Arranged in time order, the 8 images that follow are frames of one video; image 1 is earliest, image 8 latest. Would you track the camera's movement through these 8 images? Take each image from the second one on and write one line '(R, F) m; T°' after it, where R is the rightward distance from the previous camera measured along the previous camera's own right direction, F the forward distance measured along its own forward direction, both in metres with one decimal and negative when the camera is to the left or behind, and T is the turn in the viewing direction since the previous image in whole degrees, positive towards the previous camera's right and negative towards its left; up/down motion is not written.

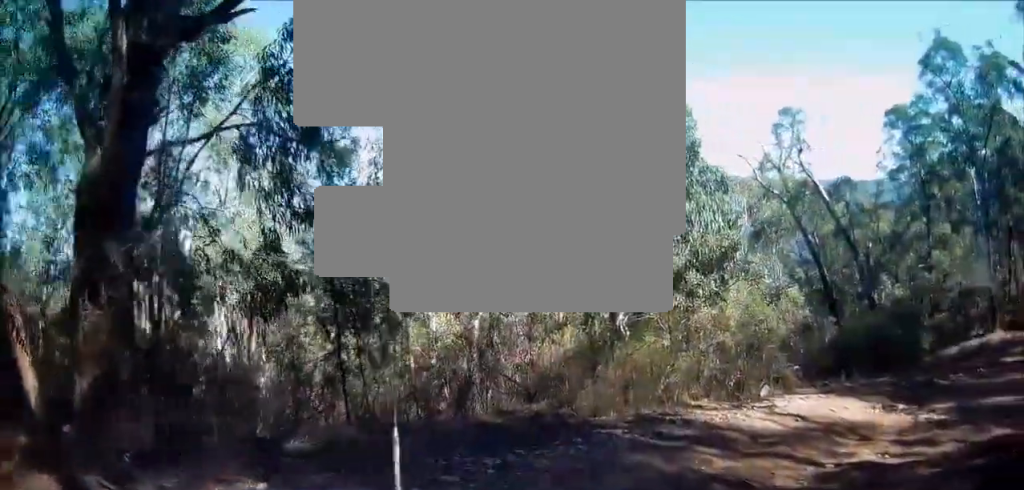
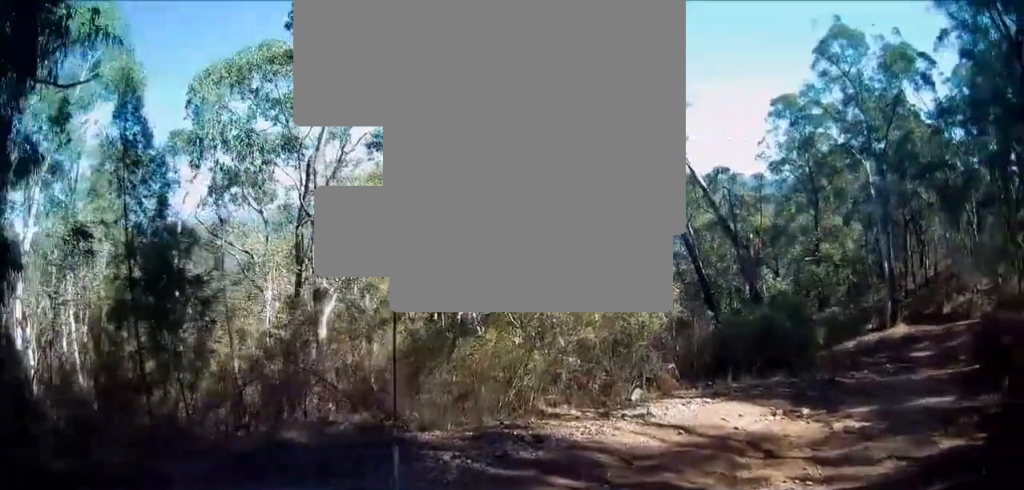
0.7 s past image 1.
(+0.2, +1.9) m; -5°
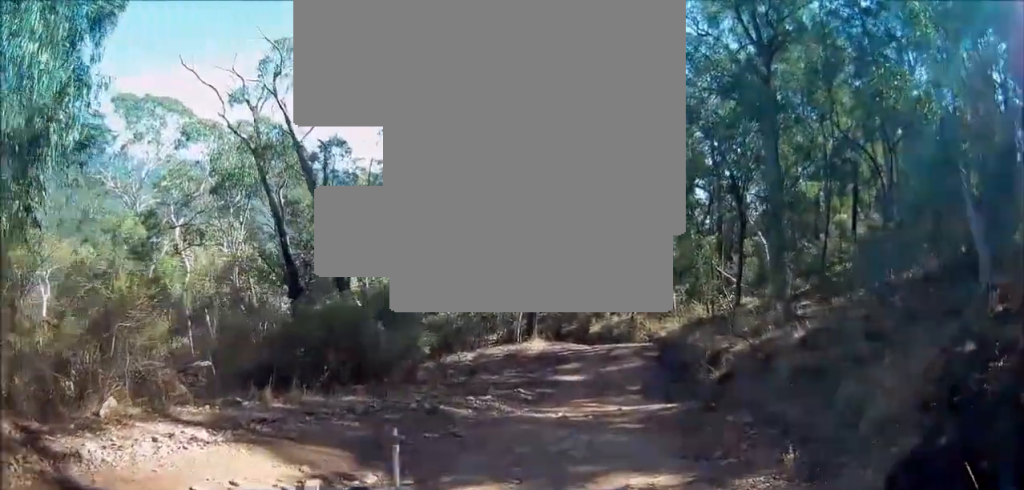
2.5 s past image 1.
(-0.8, +5.1) m; +8°
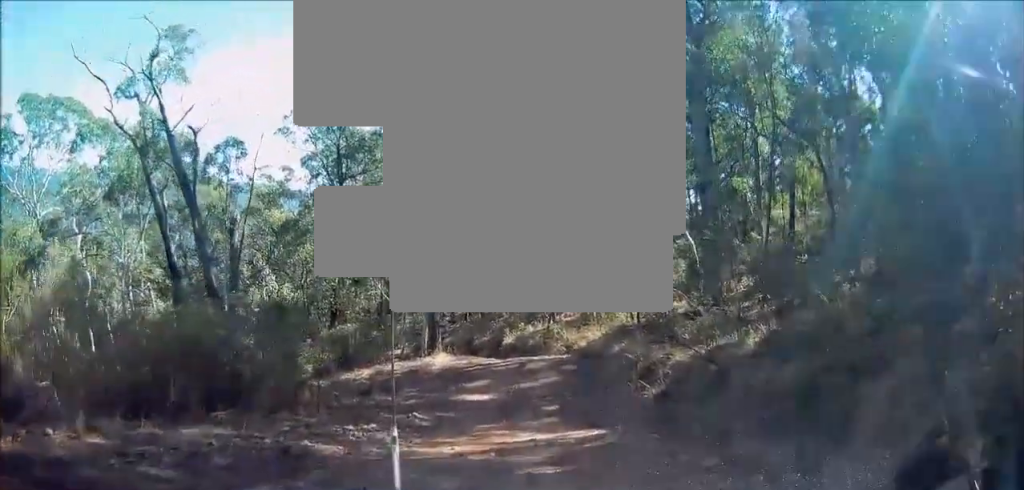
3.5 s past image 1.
(+0.7, +2.7) m; +20°
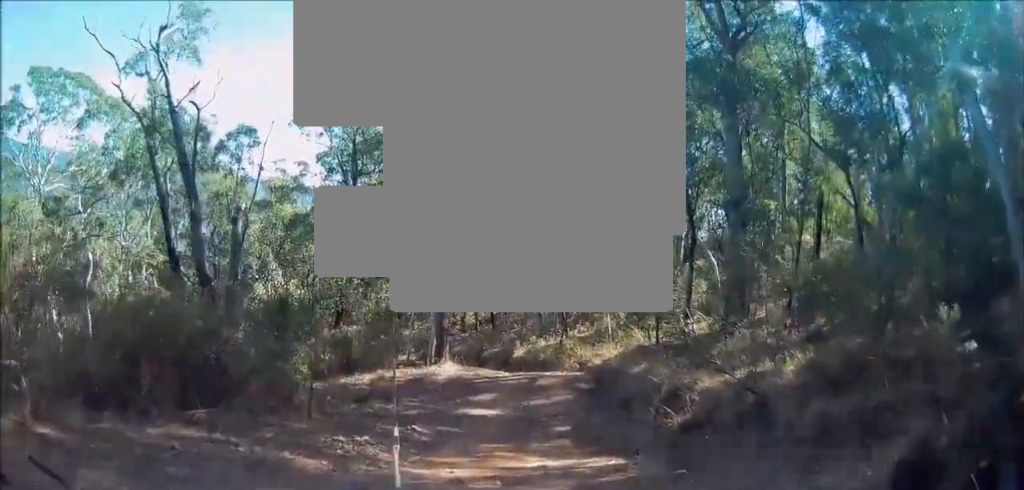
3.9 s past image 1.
(+0.1, +1.3) m; +5°
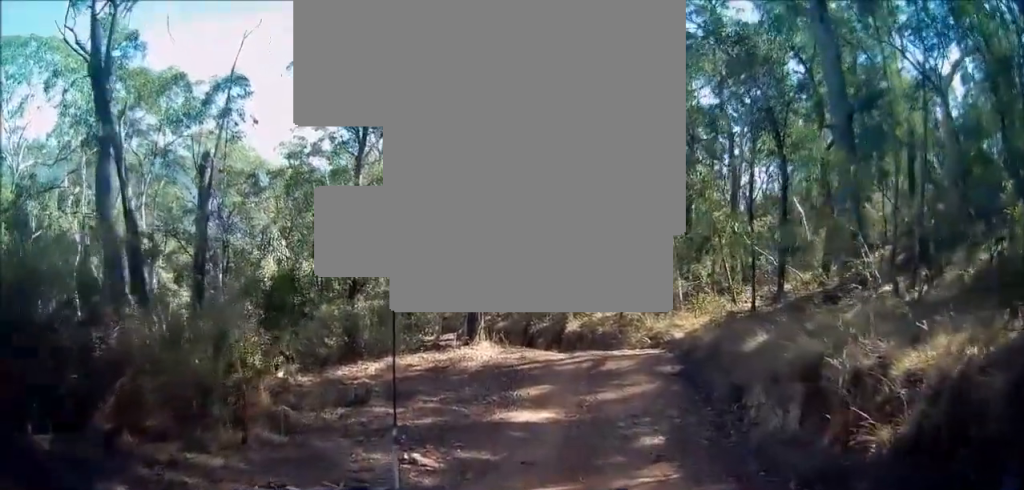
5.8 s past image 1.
(+0.1, +5.7) m; +9°
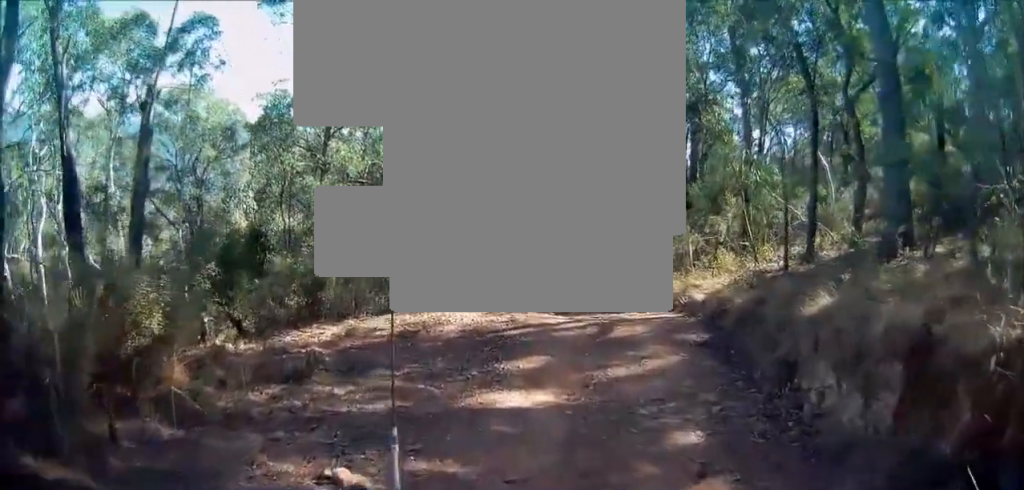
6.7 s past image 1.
(+0.3, +2.7) m; +14°
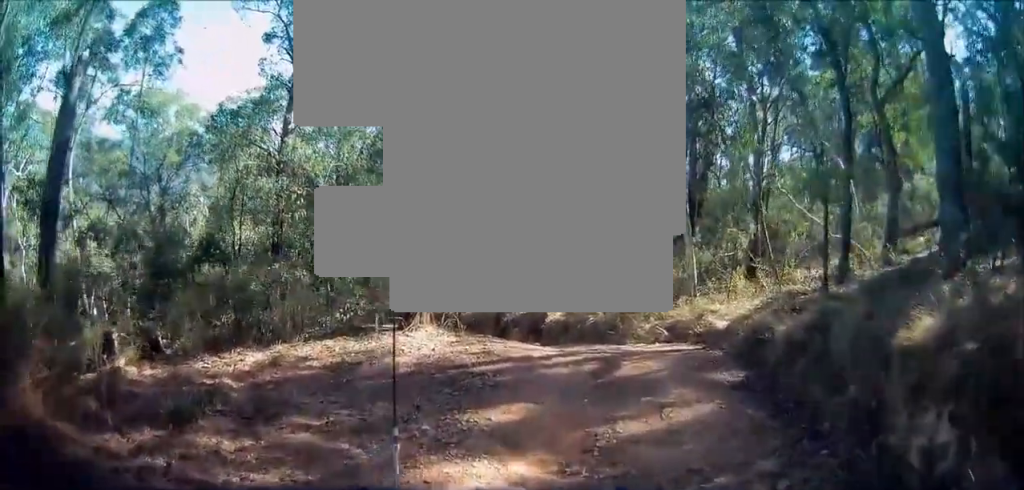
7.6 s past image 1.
(+0.4, +2.5) m; +13°
